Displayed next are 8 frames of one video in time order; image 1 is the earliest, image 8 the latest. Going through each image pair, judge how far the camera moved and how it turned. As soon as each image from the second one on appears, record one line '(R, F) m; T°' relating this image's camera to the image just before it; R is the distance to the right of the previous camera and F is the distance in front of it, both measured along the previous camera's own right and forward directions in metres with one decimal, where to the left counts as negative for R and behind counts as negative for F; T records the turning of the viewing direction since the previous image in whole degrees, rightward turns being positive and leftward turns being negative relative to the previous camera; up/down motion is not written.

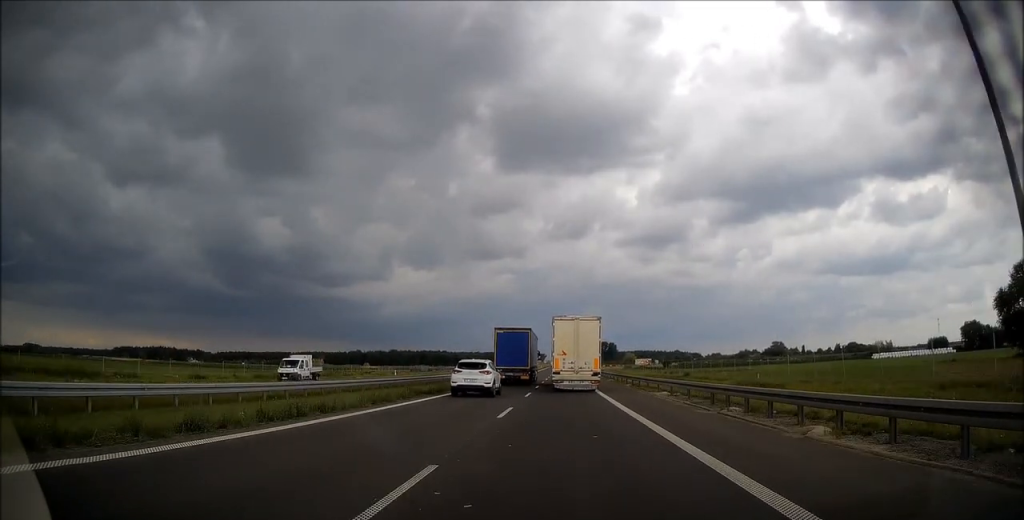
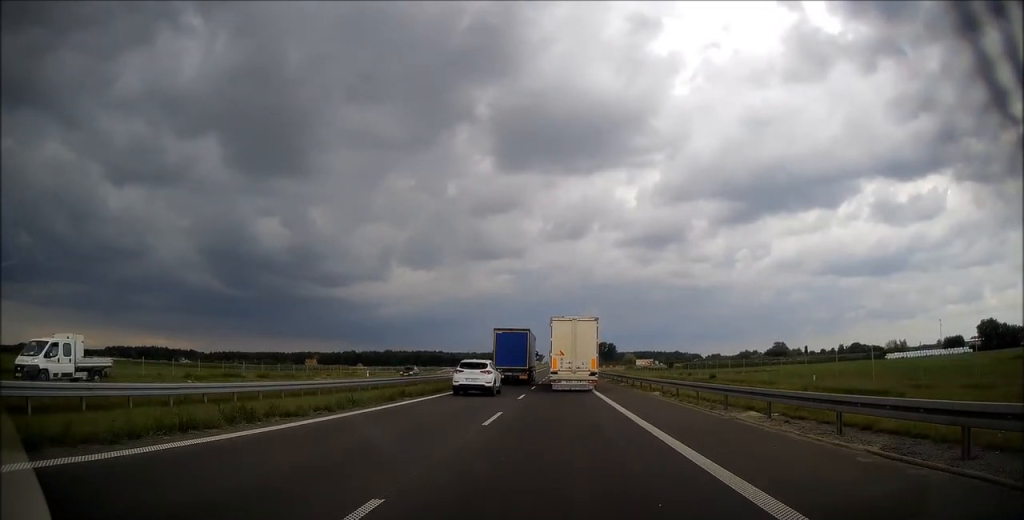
(+0.1, +14.1) m; 0°
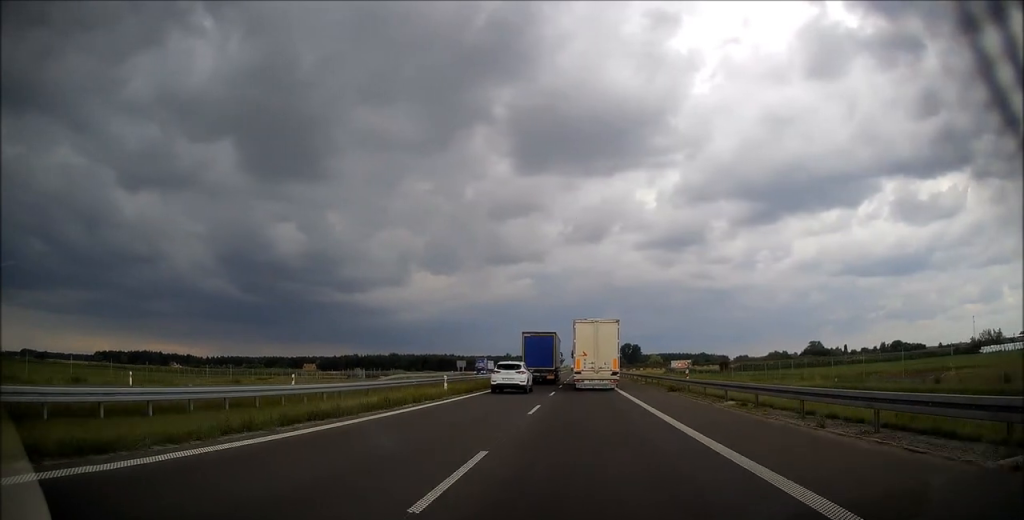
(-0.1, +56.6) m; -1°
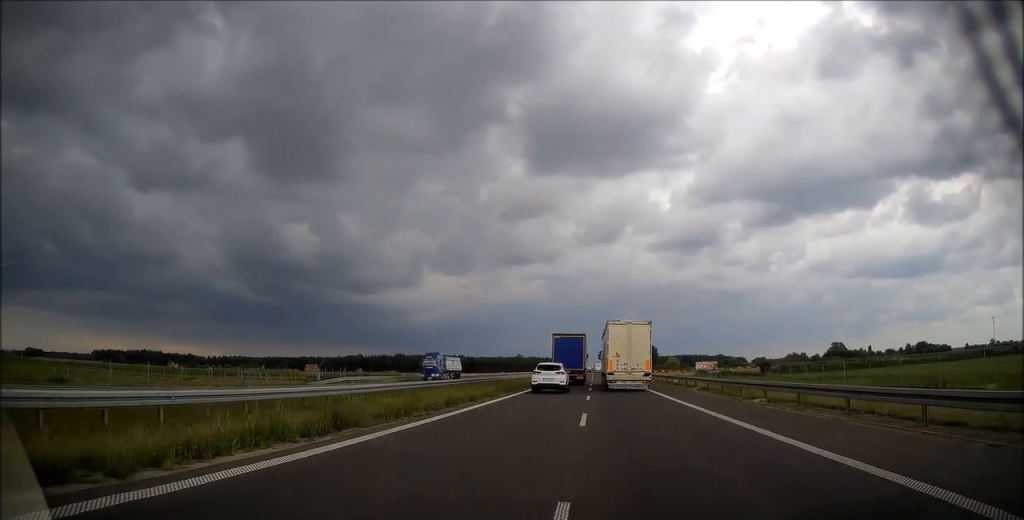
(-0.6, +27.5) m; -2°
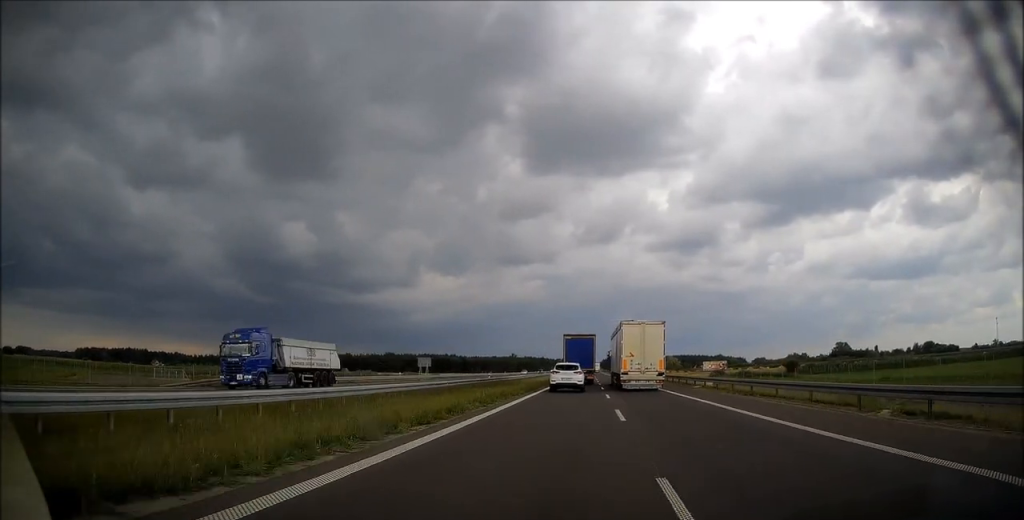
(-0.1, +22.0) m; 0°
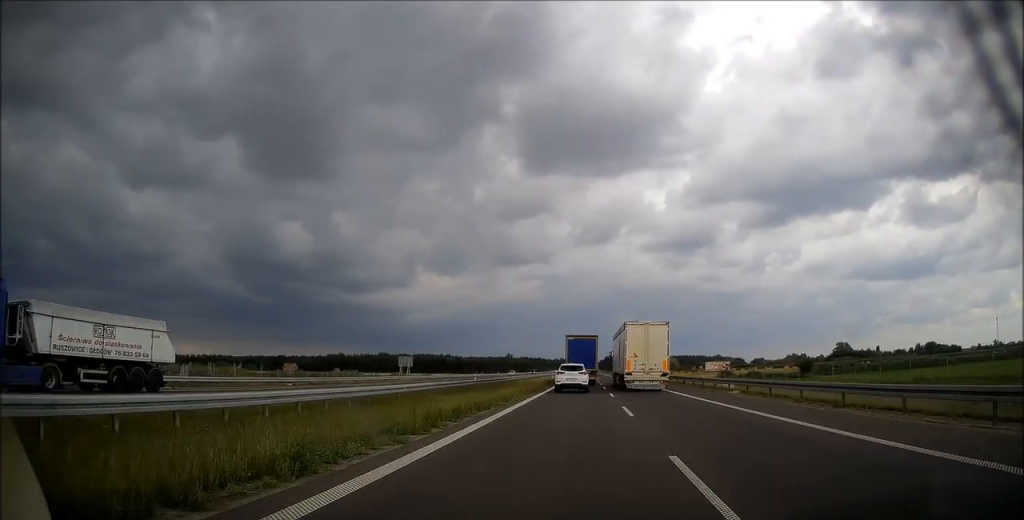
(+0.1, +10.2) m; 0°
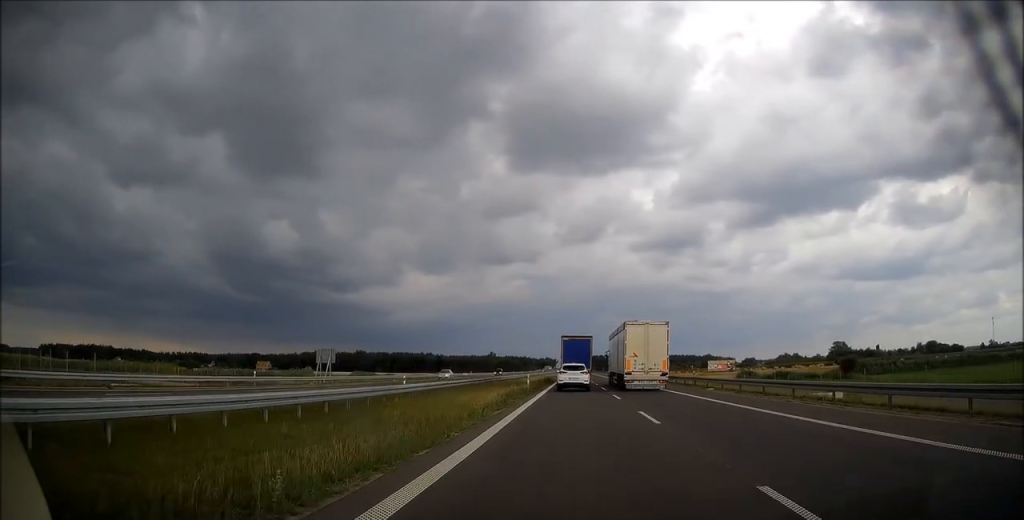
(-0.1, +26.8) m; +1°
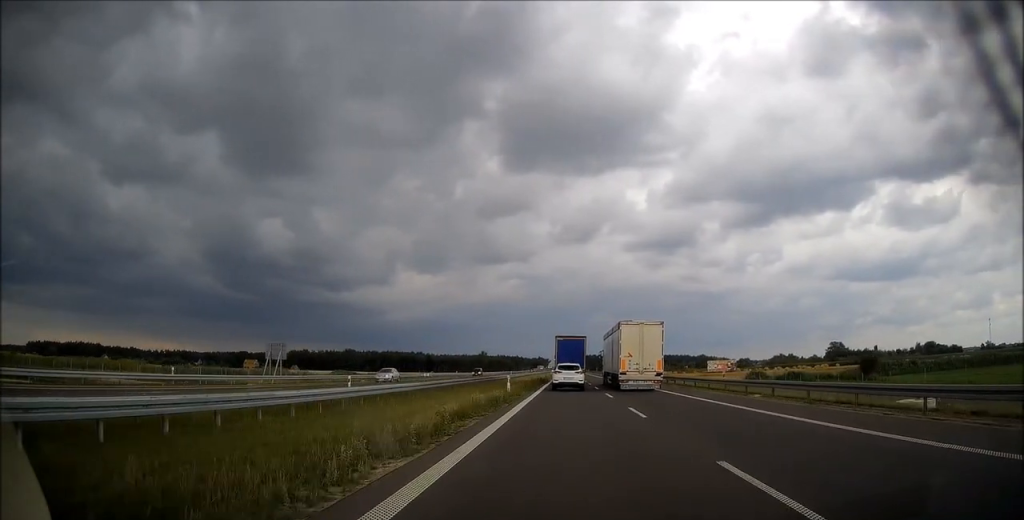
(+0.2, +10.2) m; +1°
